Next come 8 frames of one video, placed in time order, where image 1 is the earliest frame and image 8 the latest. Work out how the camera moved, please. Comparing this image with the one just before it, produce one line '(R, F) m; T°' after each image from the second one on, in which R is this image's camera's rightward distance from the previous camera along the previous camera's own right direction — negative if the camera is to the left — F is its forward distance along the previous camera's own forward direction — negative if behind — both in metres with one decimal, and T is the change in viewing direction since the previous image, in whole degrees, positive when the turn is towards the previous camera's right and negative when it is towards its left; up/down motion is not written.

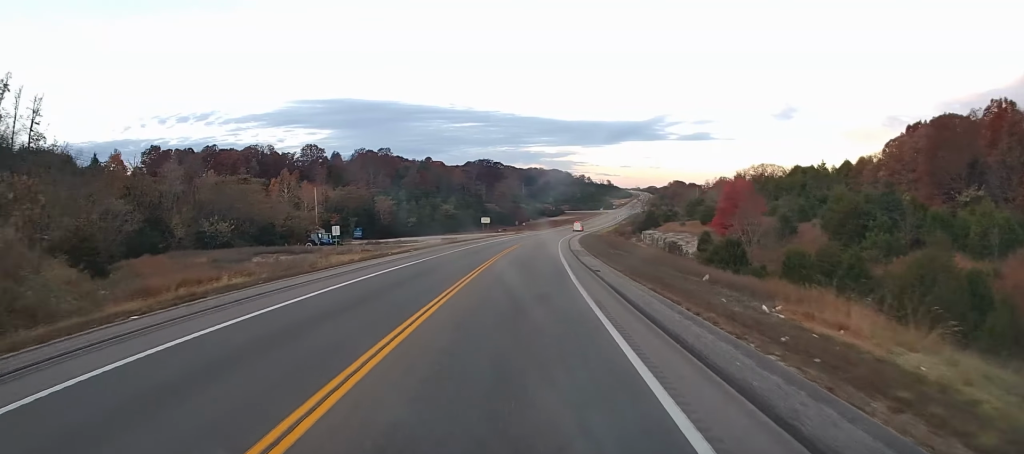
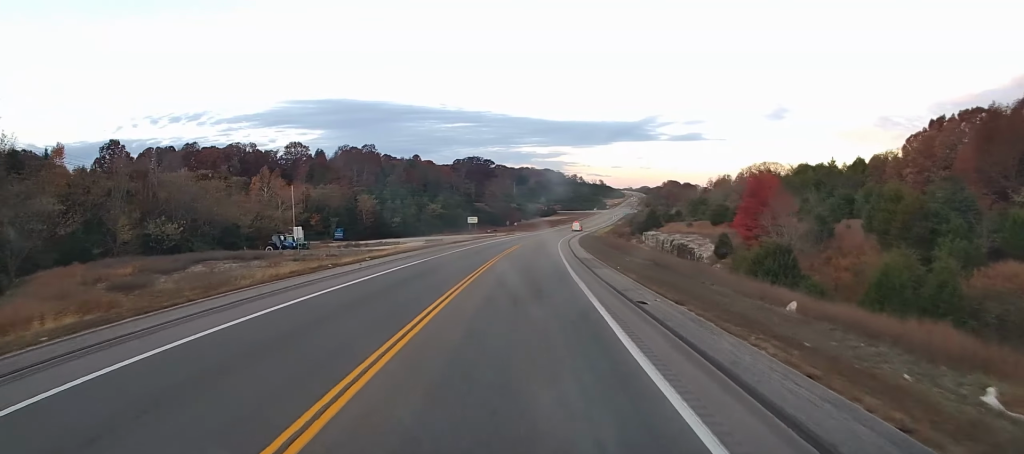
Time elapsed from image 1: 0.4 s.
(+0.1, +11.5) m; +1°
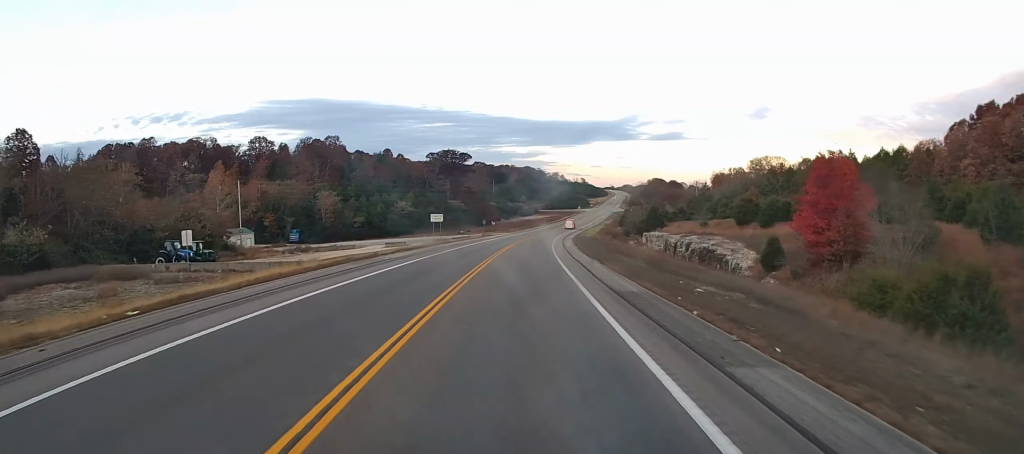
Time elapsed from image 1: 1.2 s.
(0.0, +21.3) m; +1°
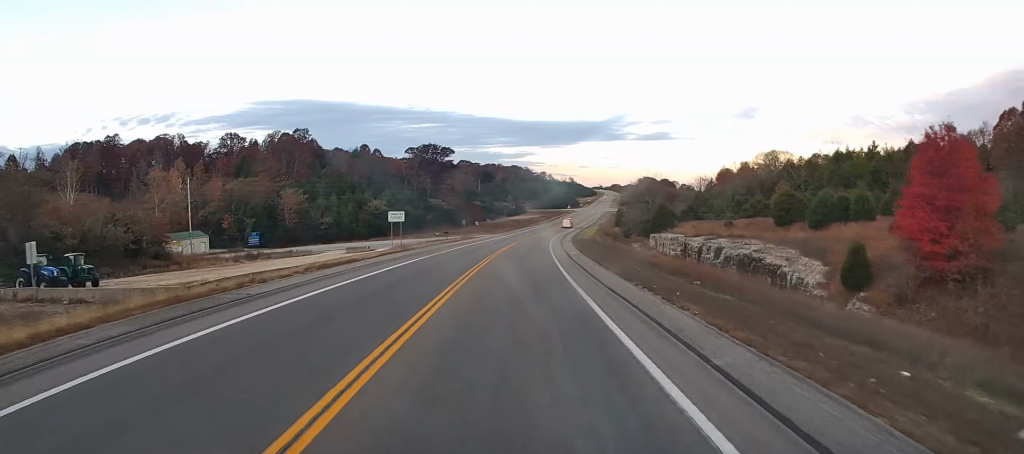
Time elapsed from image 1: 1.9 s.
(+0.2, +17.8) m; +1°
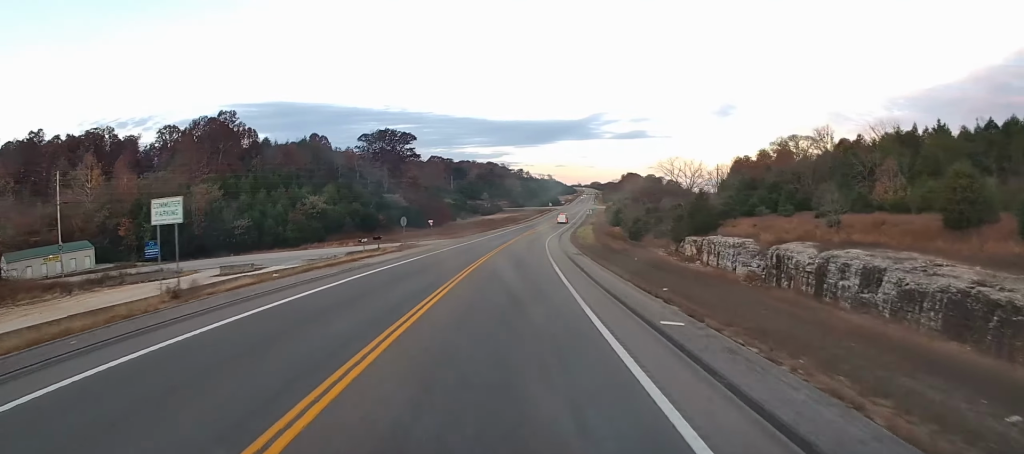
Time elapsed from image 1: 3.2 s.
(+0.5, +34.7) m; +2°
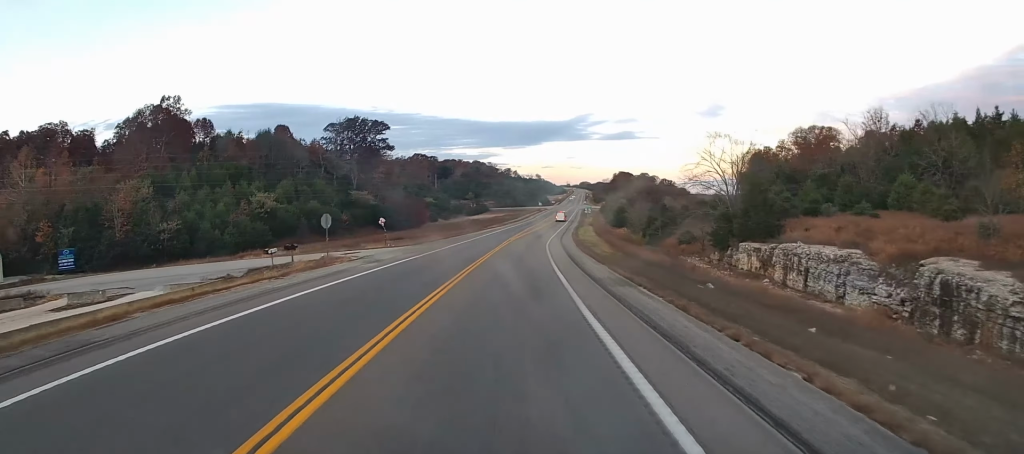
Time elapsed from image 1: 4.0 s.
(+0.3, +21.3) m; +2°
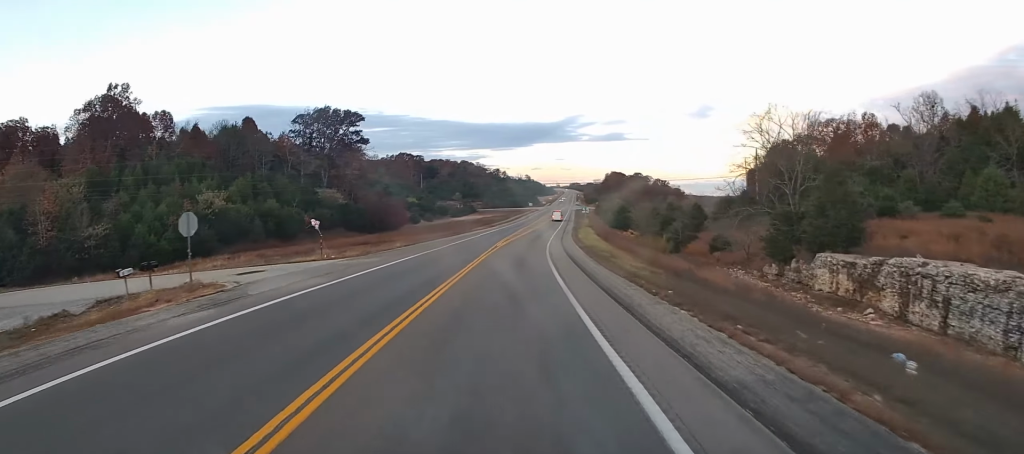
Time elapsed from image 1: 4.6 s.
(+0.2, +16.0) m; +2°
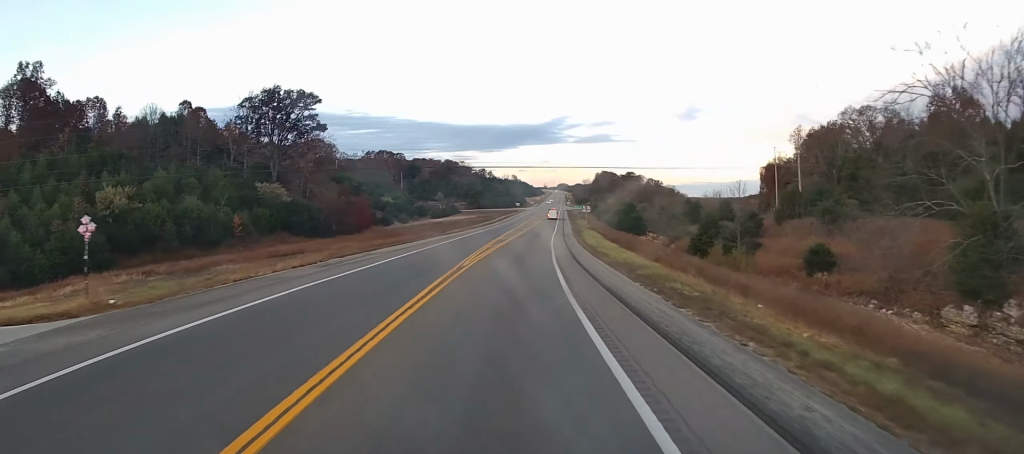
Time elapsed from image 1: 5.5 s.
(+0.4, +23.2) m; +1°
